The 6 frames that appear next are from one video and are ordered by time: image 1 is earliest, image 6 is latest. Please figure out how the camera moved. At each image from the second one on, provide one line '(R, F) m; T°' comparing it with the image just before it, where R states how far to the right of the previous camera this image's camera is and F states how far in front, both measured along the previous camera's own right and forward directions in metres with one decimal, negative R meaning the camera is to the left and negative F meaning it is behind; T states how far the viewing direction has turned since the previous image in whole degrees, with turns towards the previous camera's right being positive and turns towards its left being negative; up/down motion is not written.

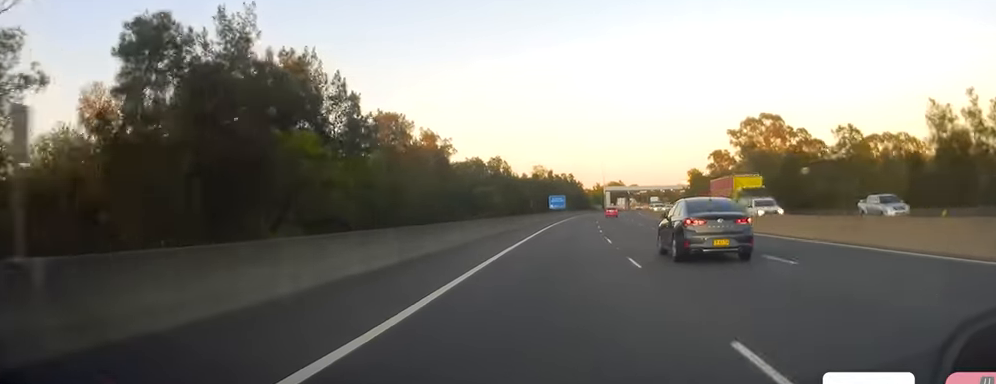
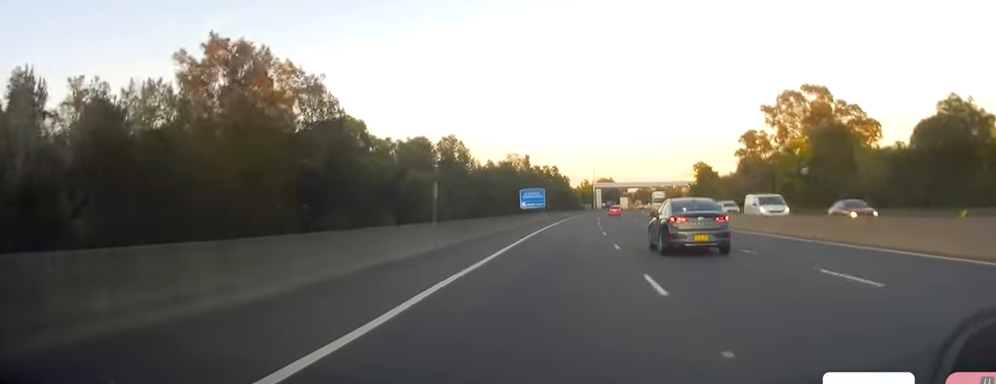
(0.0, +40.3) m; 0°
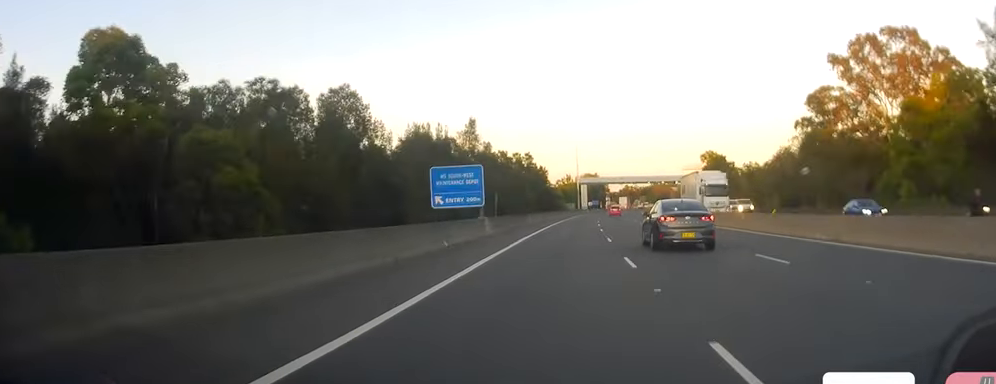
(+0.8, +42.4) m; +2°
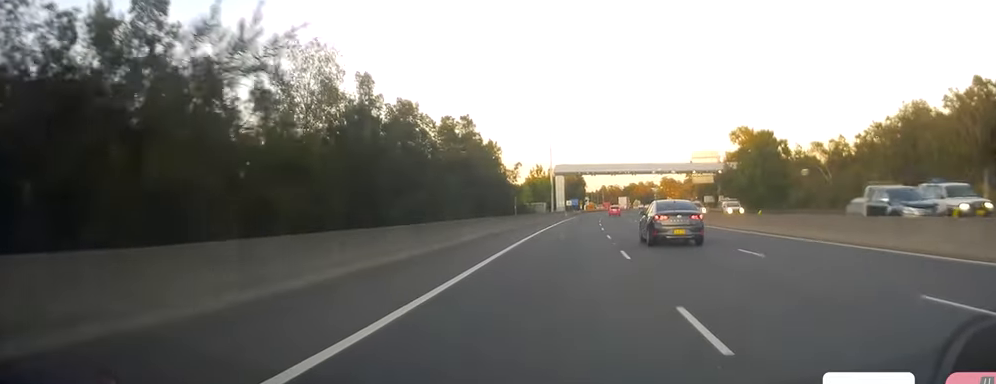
(+1.1, +57.1) m; +2°
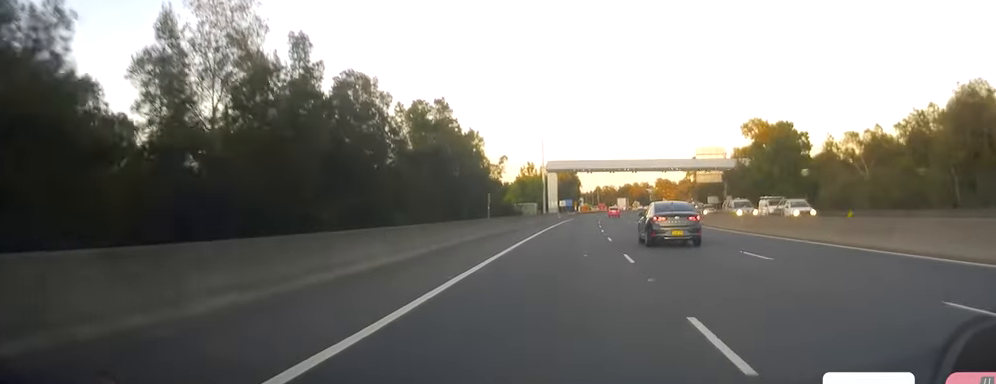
(0.0, +12.7) m; 0°
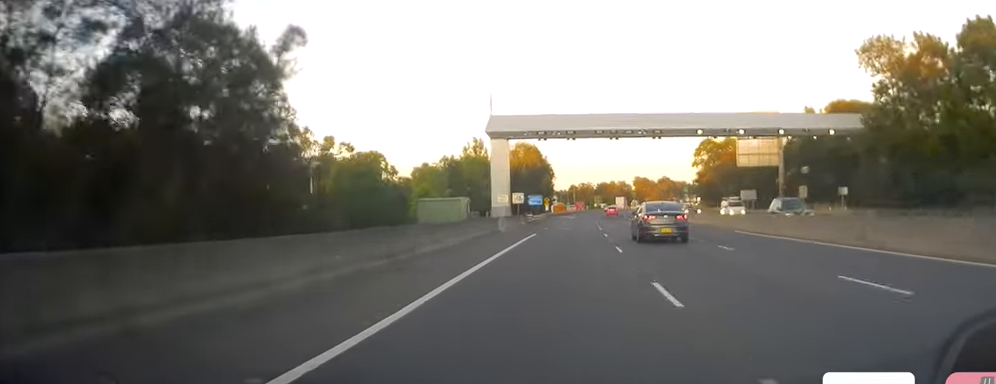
(+0.5, +55.3) m; +2°
